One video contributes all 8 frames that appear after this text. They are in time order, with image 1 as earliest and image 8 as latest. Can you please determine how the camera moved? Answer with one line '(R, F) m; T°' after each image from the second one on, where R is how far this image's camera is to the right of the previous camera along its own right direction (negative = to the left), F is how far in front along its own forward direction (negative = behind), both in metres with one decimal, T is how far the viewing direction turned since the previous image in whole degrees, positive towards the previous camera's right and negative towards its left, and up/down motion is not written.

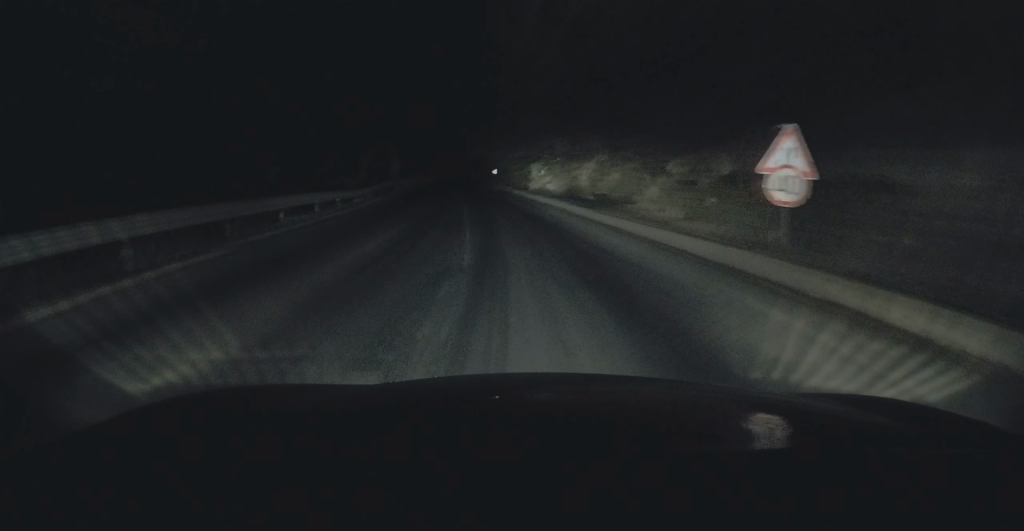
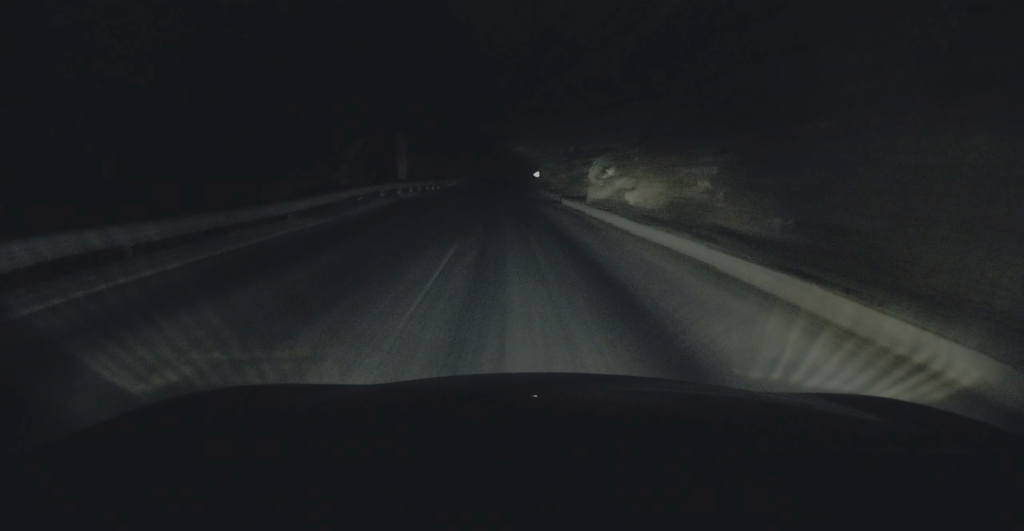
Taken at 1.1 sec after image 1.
(-0.3, +11.4) m; -2°
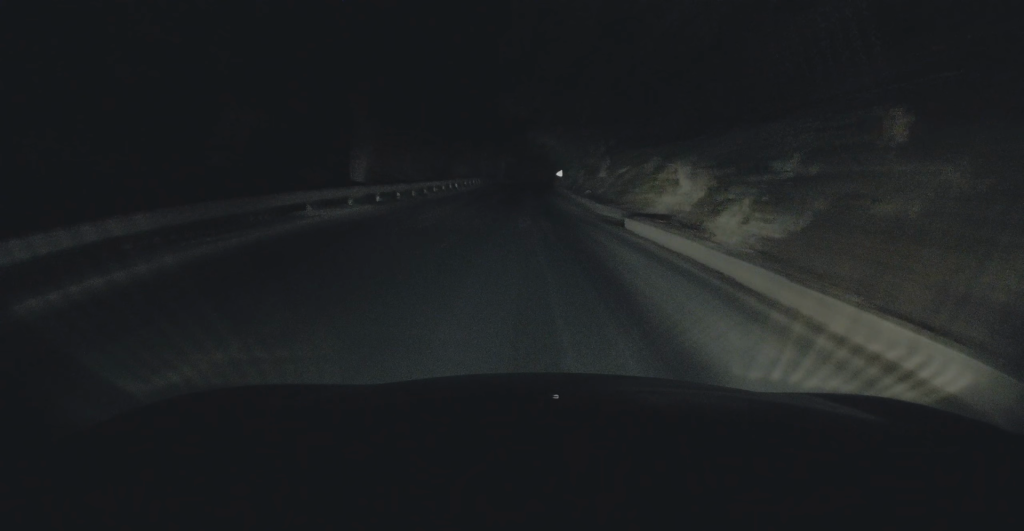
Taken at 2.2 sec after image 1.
(-0.2, +11.8) m; -2°
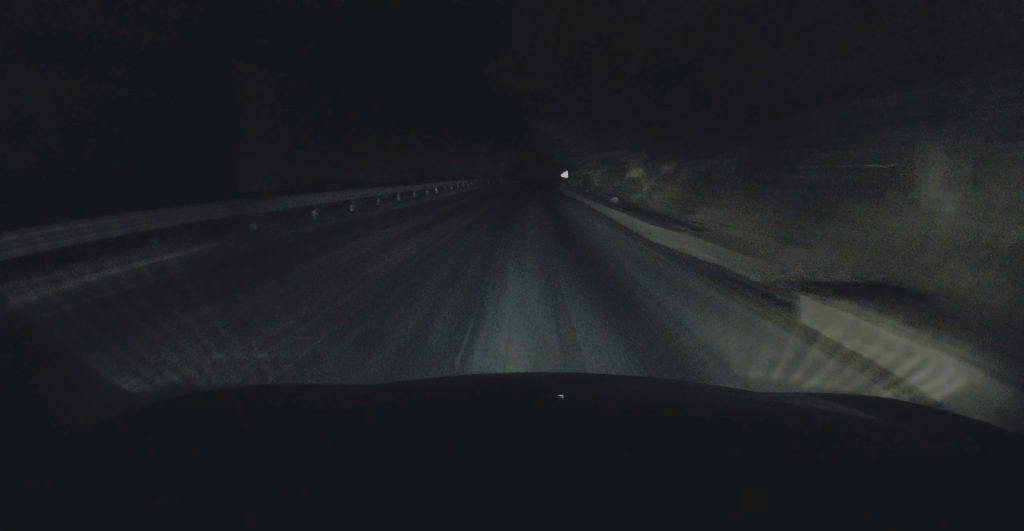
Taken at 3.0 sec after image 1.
(-0.1, +8.6) m; -1°
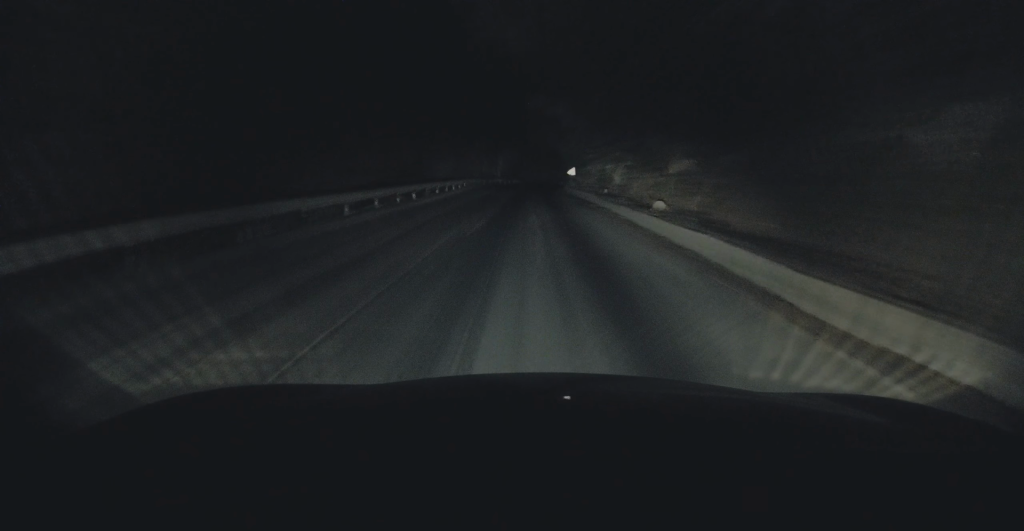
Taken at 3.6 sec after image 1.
(0.0, +6.4) m; -1°
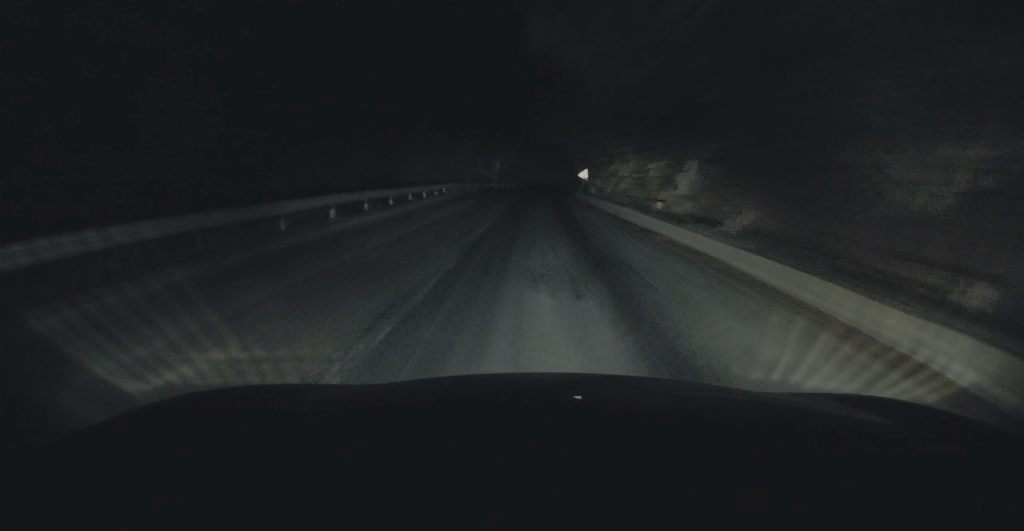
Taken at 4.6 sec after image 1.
(-0.1, +9.3) m; -1°
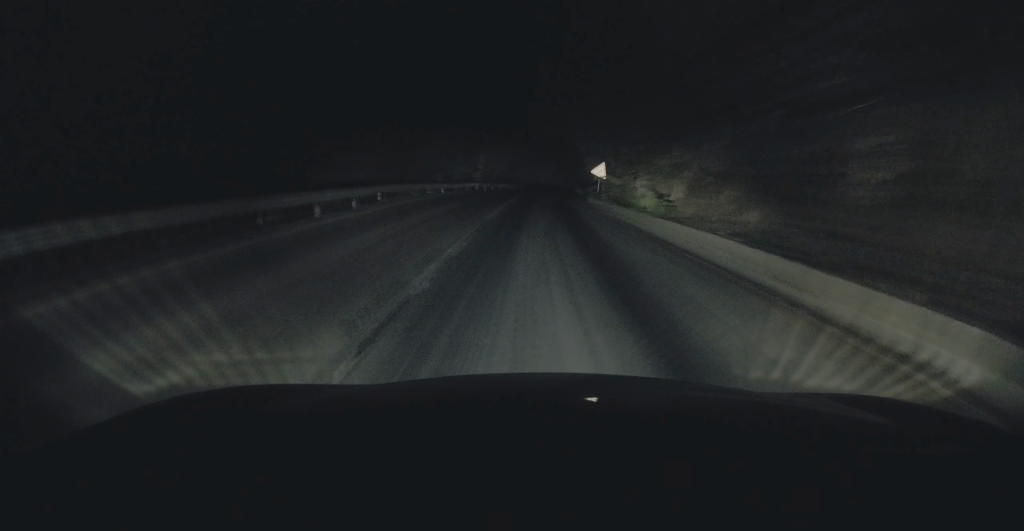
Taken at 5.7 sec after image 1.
(-0.1, +10.2) m; -1°
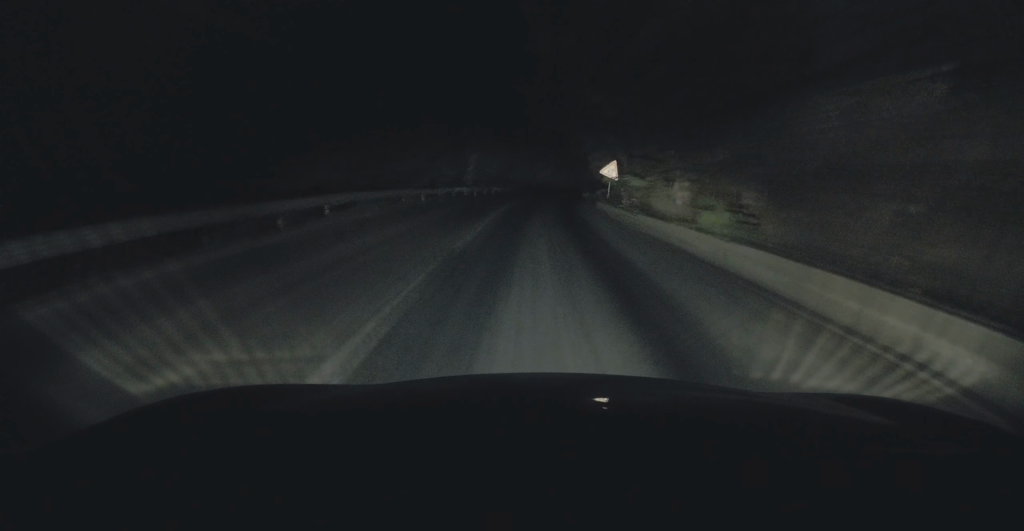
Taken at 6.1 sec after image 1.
(0.0, +3.7) m; 0°
